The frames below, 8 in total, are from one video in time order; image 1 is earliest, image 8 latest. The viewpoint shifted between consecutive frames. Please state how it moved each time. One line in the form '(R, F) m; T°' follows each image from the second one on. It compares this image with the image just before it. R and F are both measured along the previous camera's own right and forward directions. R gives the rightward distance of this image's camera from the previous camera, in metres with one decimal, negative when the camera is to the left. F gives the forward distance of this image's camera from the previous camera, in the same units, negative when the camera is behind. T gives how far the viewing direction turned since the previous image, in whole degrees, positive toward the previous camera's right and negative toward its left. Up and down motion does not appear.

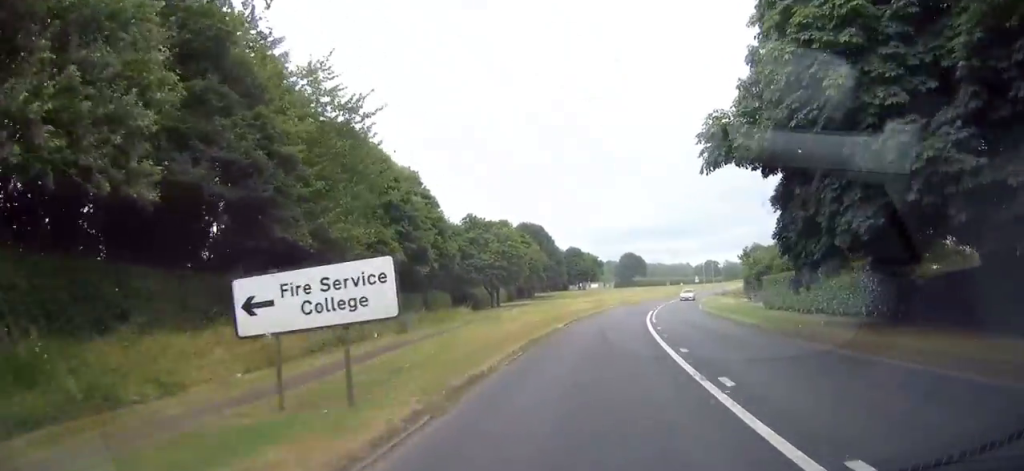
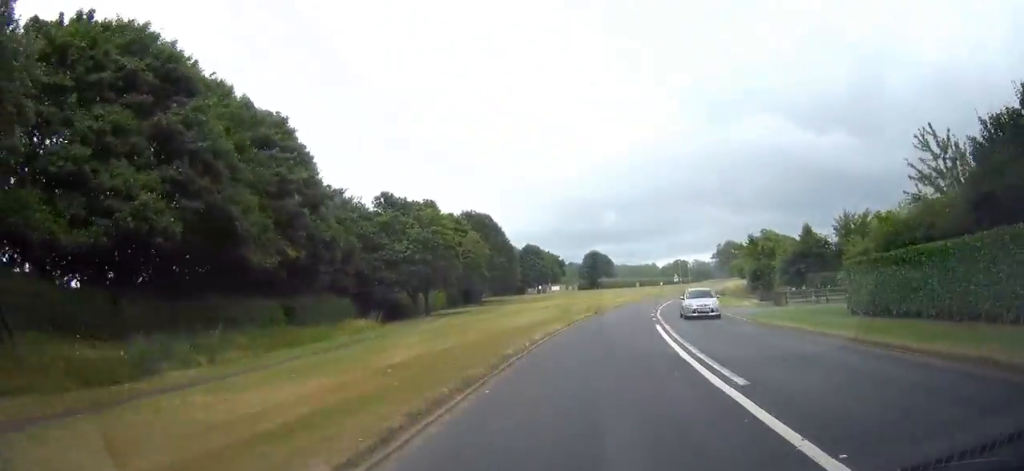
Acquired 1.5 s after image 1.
(+0.9, +23.8) m; +4°
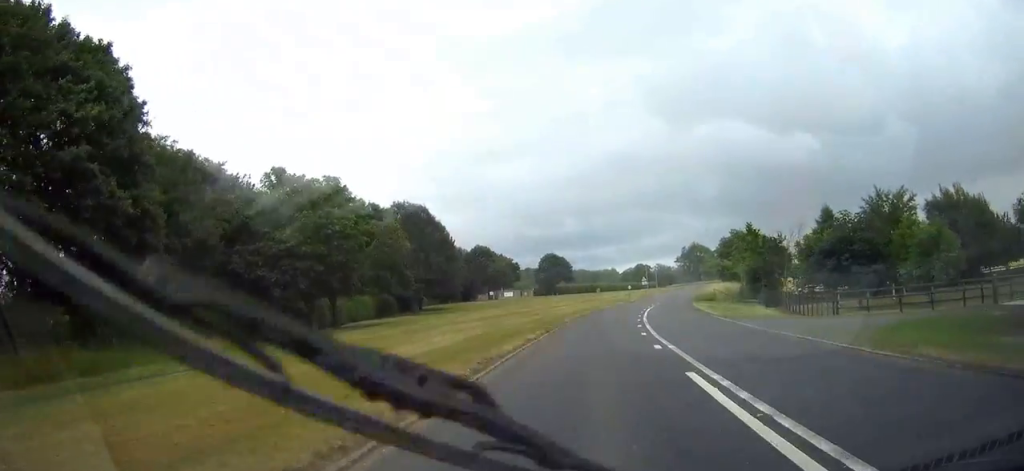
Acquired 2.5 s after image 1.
(+0.3, +16.9) m; +2°
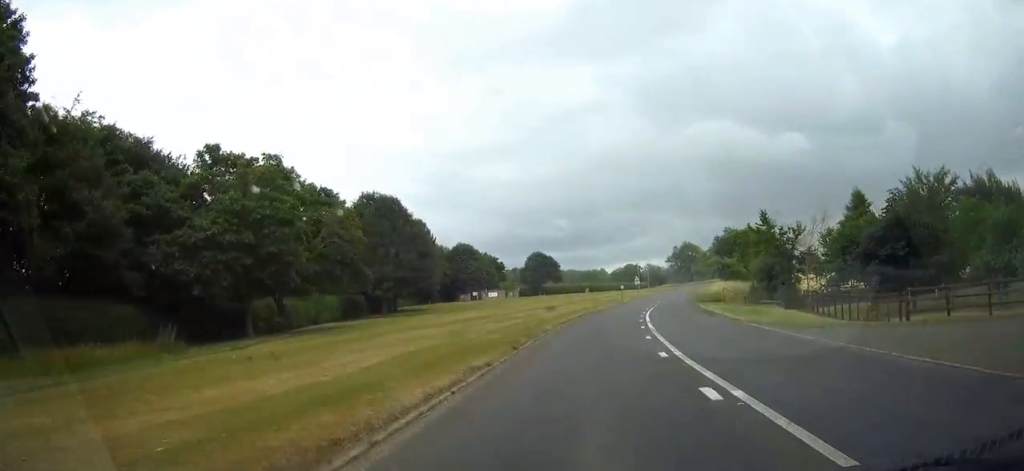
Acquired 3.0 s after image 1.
(-0.1, +8.7) m; +1°
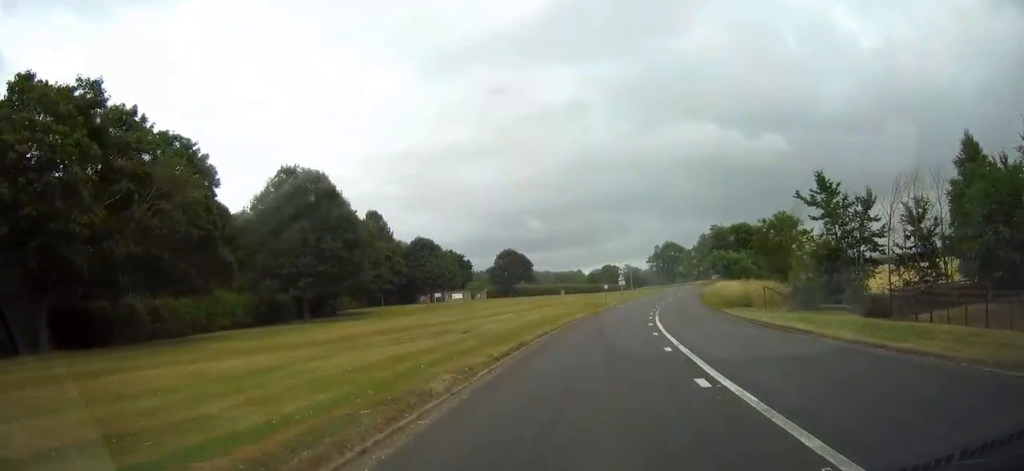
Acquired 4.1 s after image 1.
(+0.6, +17.2) m; +3°
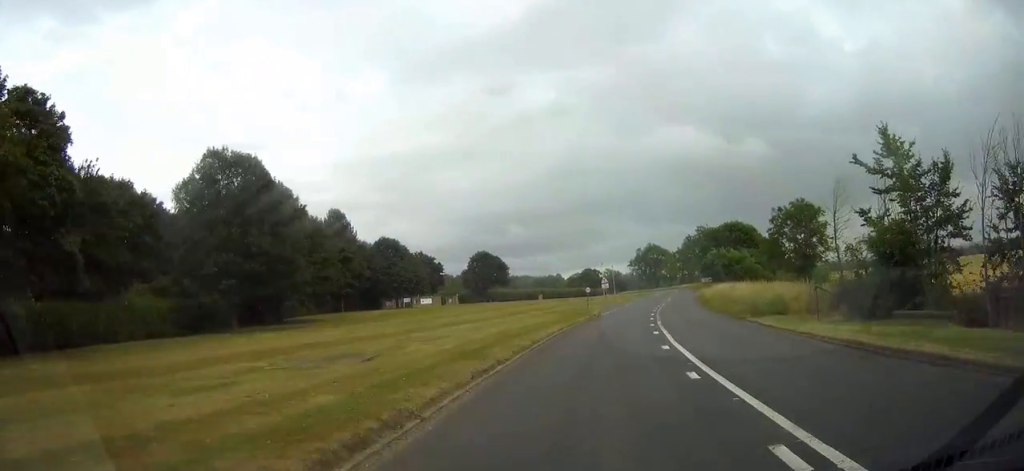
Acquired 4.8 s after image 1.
(+0.2, +10.7) m; +2°
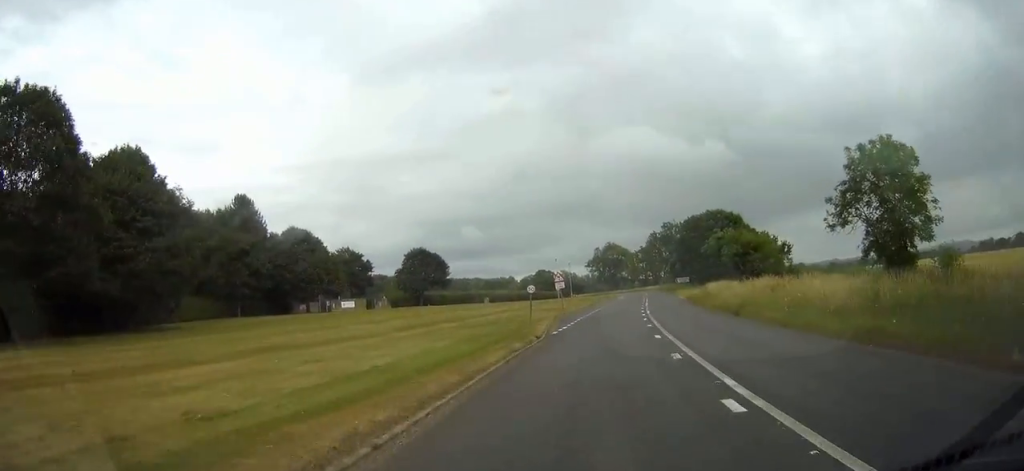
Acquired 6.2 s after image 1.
(+0.7, +21.9) m; +4°
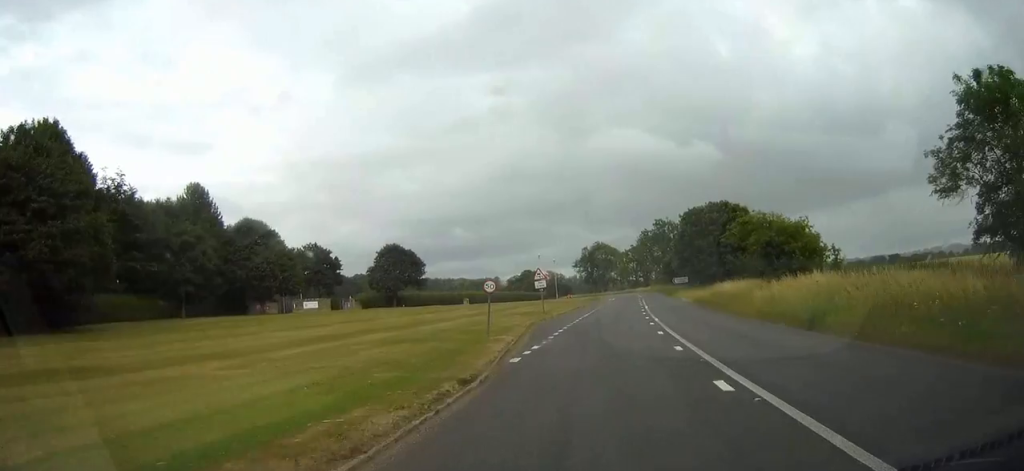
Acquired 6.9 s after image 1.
(+0.2, +11.0) m; +2°
